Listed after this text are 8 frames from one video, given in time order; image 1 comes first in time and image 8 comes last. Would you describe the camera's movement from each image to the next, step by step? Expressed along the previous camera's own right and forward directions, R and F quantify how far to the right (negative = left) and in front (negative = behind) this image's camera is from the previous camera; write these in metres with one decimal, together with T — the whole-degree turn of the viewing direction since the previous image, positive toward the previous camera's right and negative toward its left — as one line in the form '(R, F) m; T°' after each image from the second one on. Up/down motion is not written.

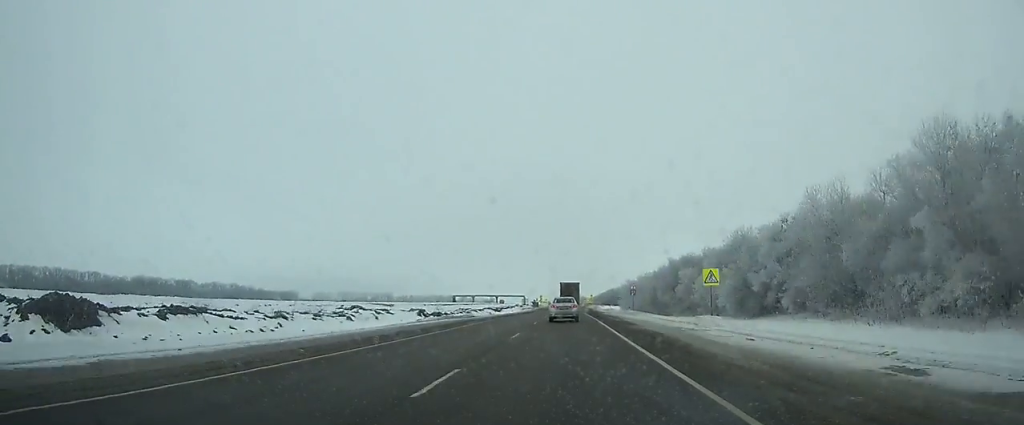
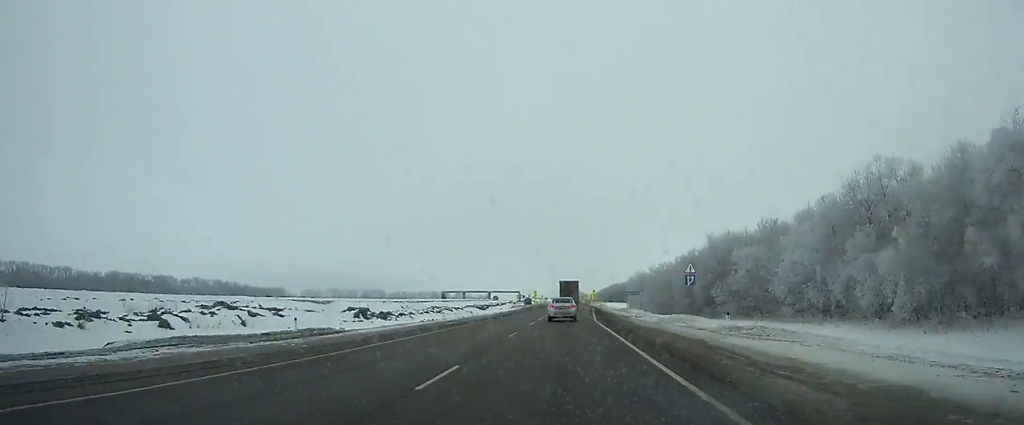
(0.0, +35.9) m; 0°
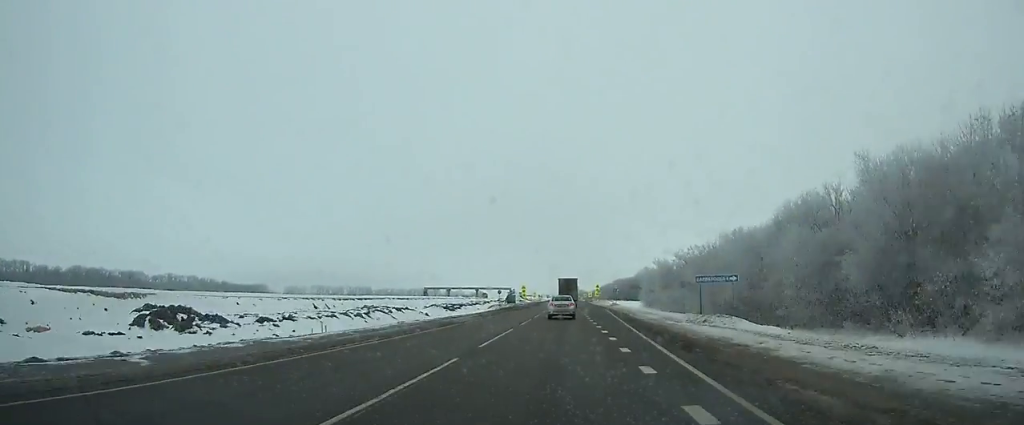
(+0.1, +48.2) m; 0°
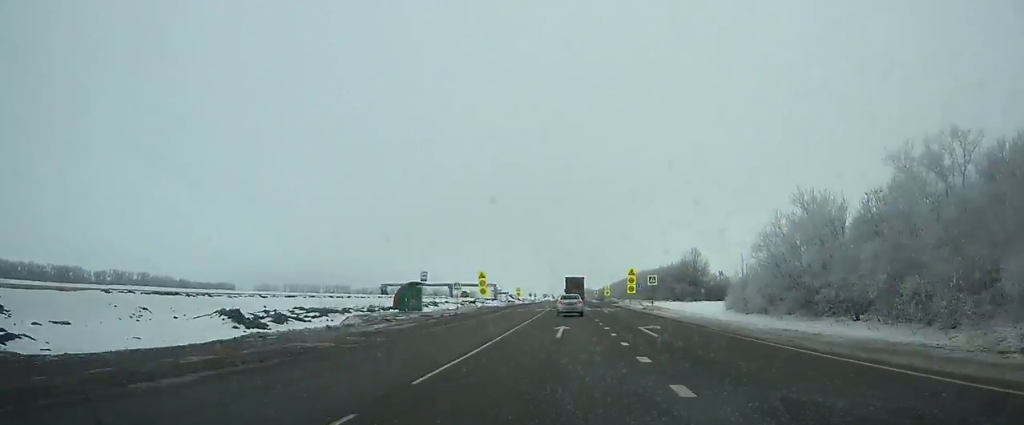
(-0.2, +91.2) m; 0°
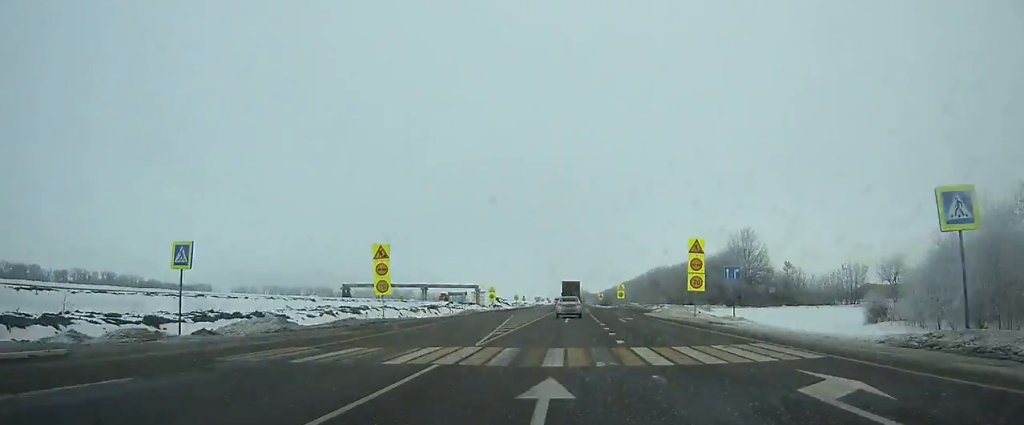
(0.0, +47.8) m; 0°
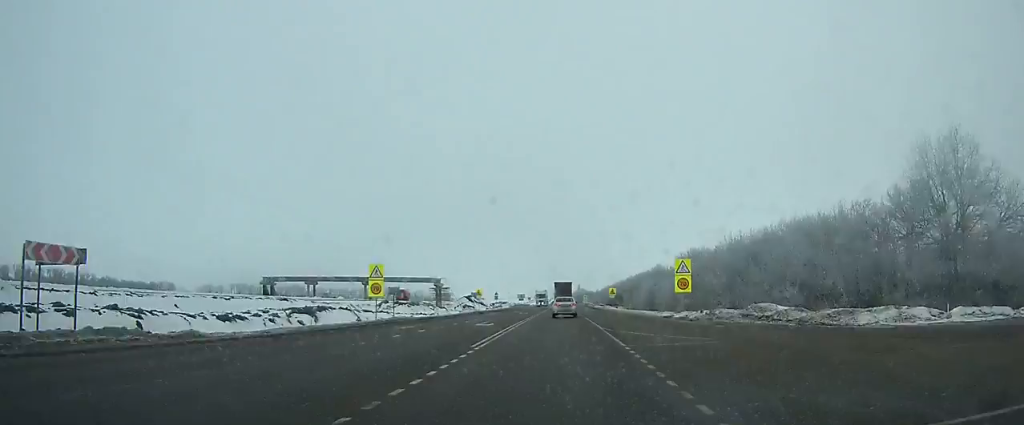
(+0.1, +61.6) m; 0°
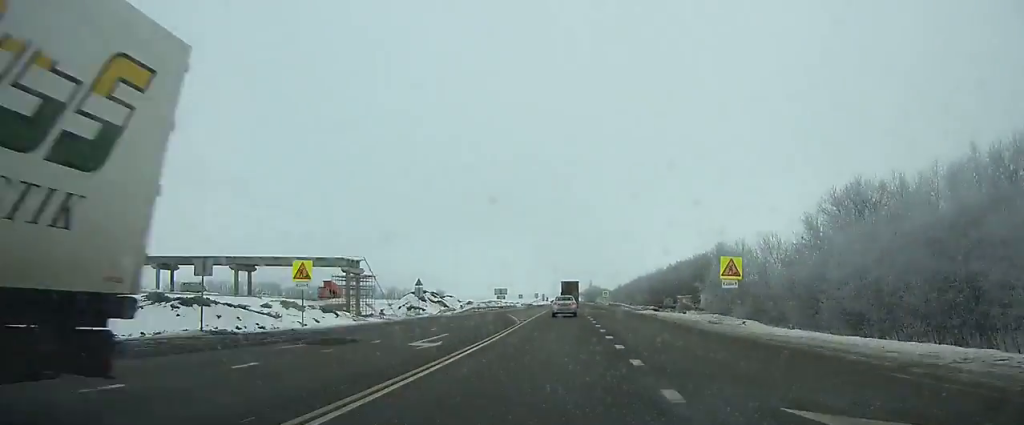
(-0.5, +73.5) m; -1°
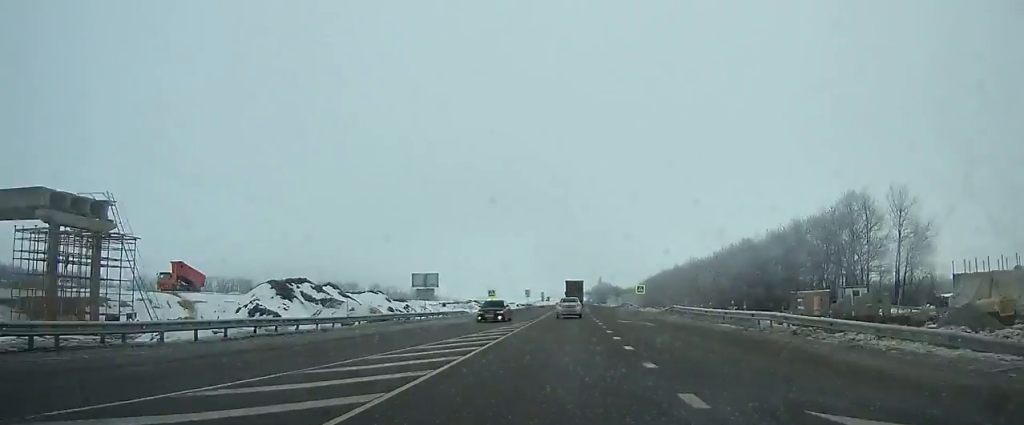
(-0.1, +60.6) m; 0°
